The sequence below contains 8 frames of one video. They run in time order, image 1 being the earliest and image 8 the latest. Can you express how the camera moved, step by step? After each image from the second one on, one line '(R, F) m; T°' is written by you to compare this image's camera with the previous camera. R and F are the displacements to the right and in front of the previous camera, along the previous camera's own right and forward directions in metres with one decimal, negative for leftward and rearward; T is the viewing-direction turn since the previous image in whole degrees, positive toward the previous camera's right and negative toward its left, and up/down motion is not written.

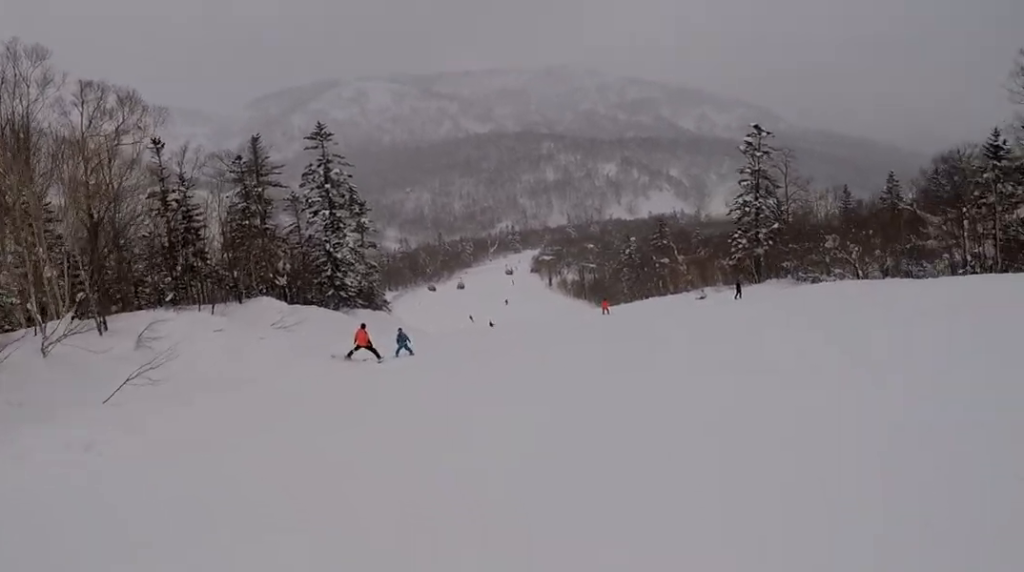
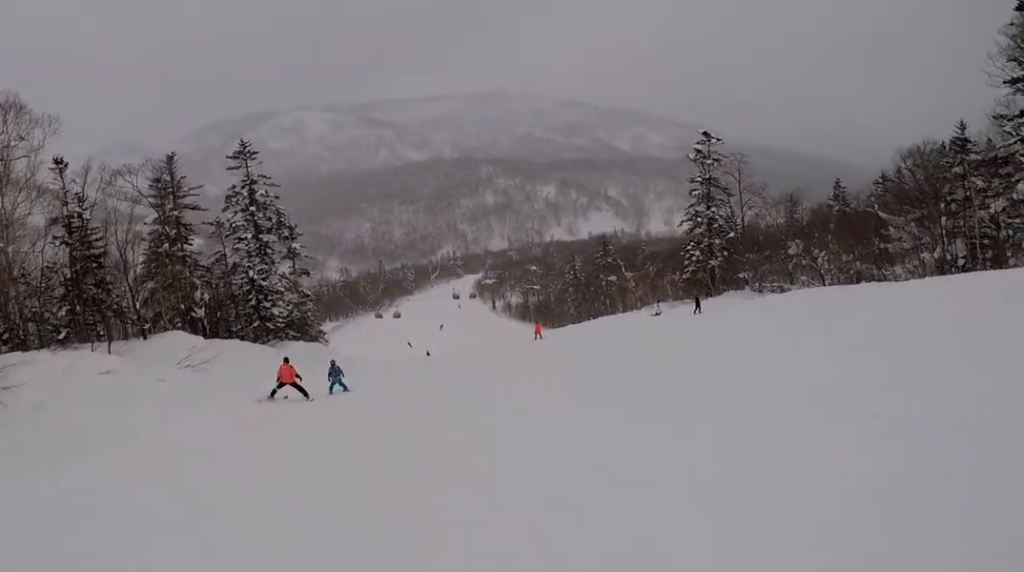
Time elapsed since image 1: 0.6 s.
(+0.6, +4.8) m; +5°
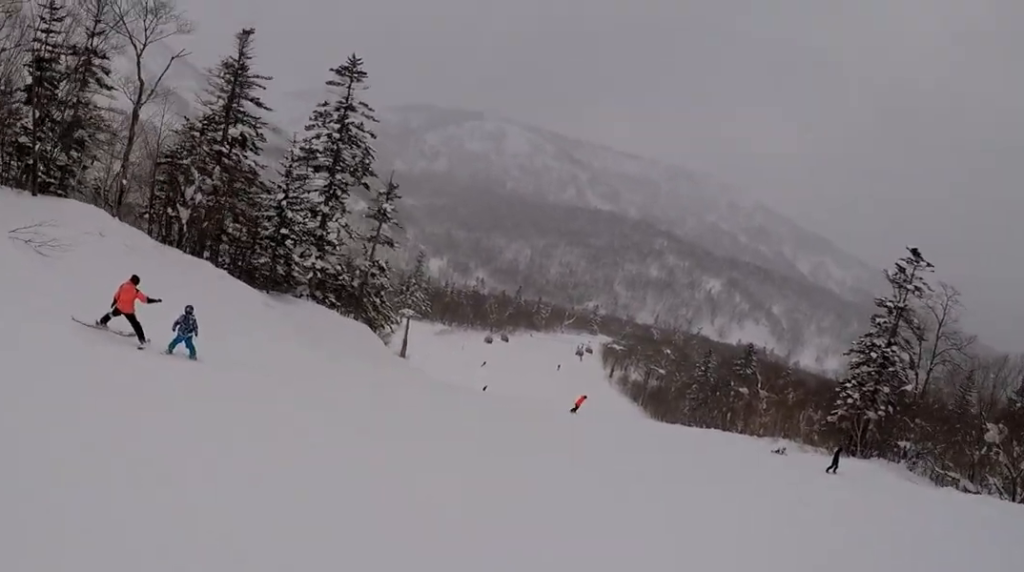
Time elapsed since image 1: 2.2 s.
(-2.2, +13.8) m; -11°
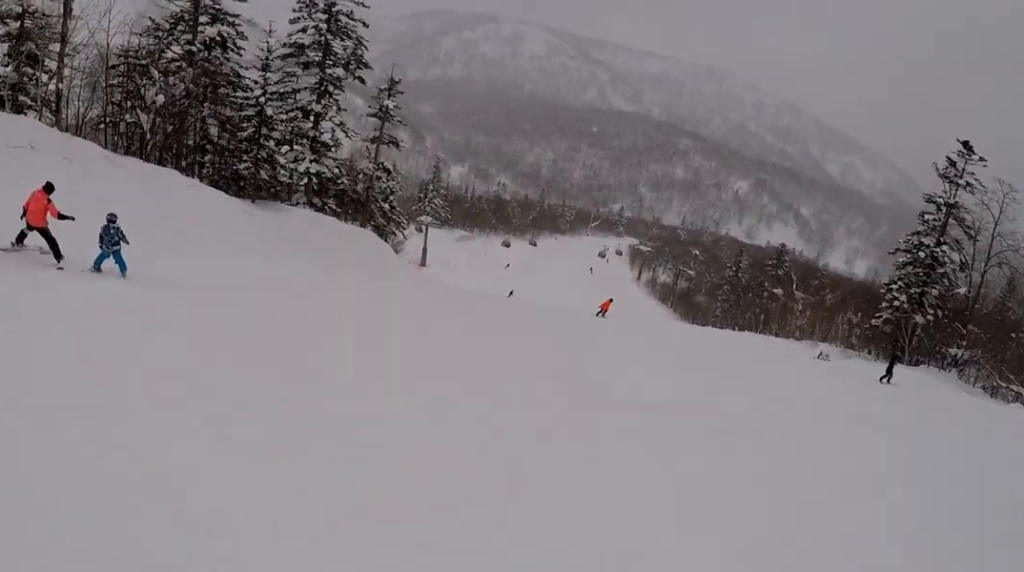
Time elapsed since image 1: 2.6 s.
(-0.4, +3.9) m; +1°
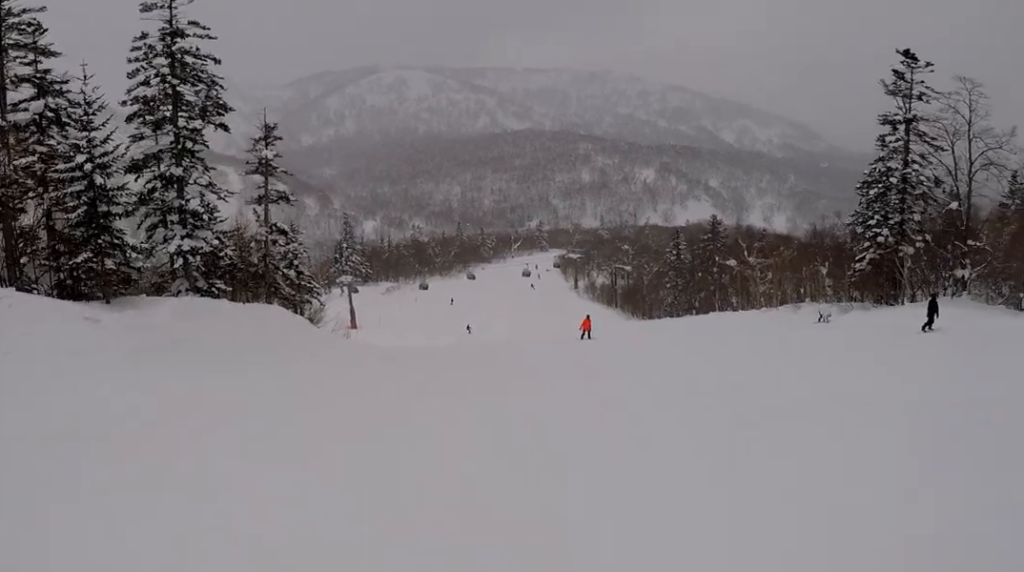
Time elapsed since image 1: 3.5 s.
(+1.1, +8.0) m; +8°
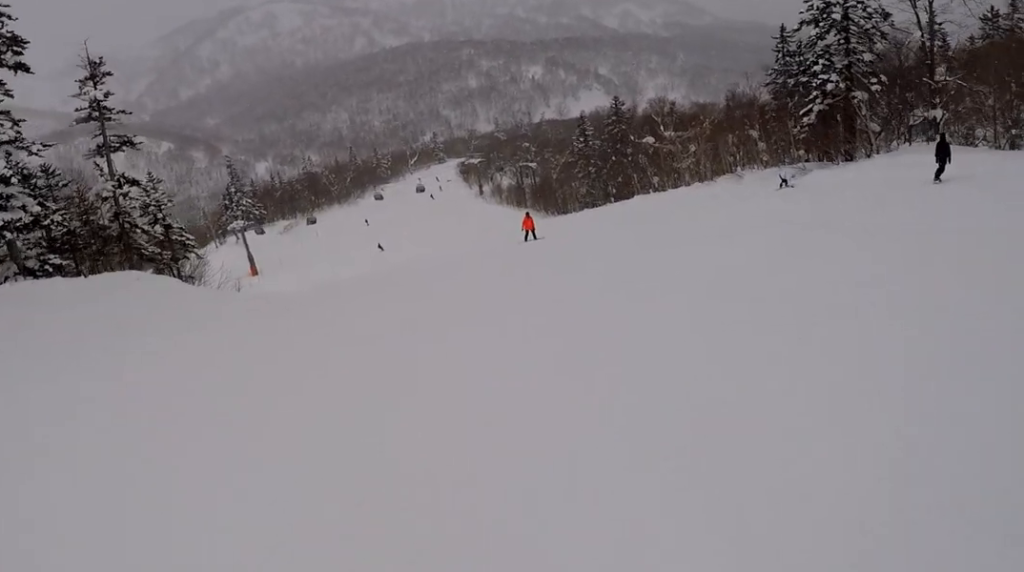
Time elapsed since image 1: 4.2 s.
(+0.1, +7.1) m; -5°
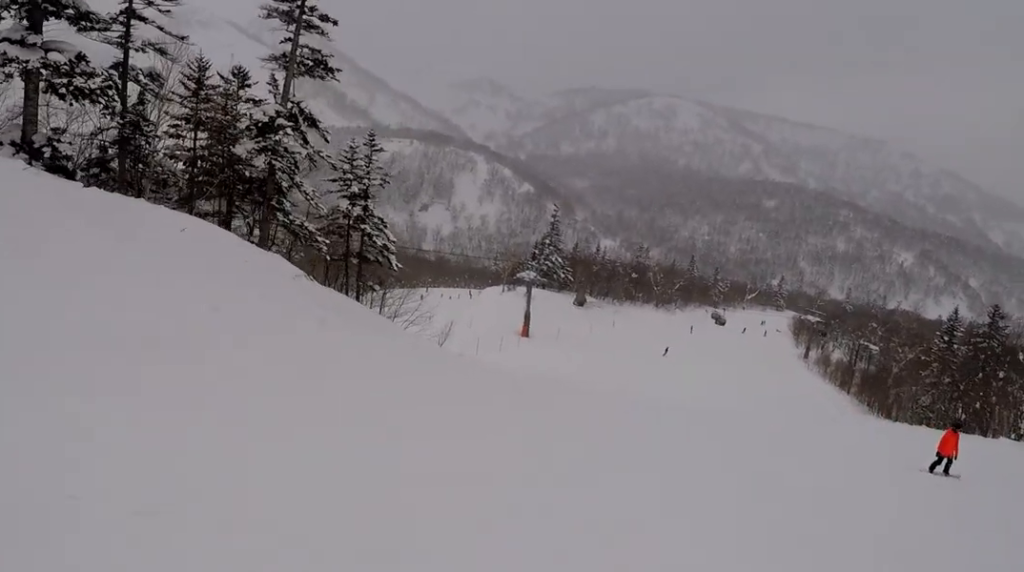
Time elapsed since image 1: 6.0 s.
(-2.6, +16.8) m; -12°
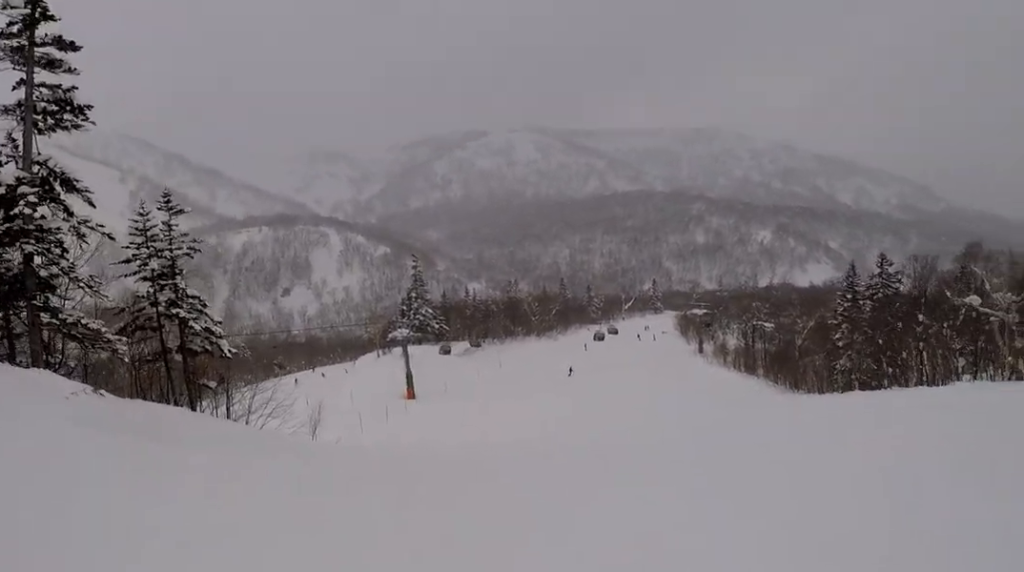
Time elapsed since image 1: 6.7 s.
(0.0, +8.2) m; +2°
